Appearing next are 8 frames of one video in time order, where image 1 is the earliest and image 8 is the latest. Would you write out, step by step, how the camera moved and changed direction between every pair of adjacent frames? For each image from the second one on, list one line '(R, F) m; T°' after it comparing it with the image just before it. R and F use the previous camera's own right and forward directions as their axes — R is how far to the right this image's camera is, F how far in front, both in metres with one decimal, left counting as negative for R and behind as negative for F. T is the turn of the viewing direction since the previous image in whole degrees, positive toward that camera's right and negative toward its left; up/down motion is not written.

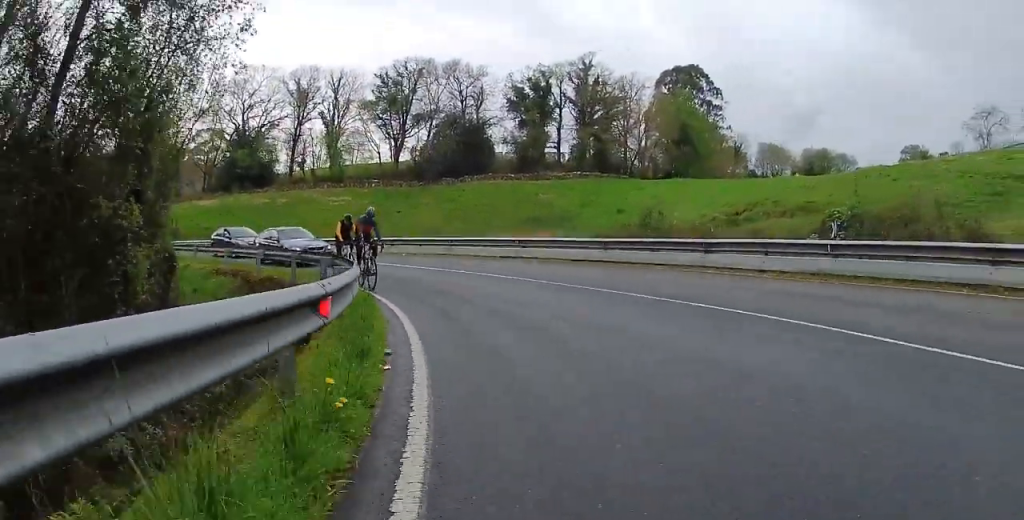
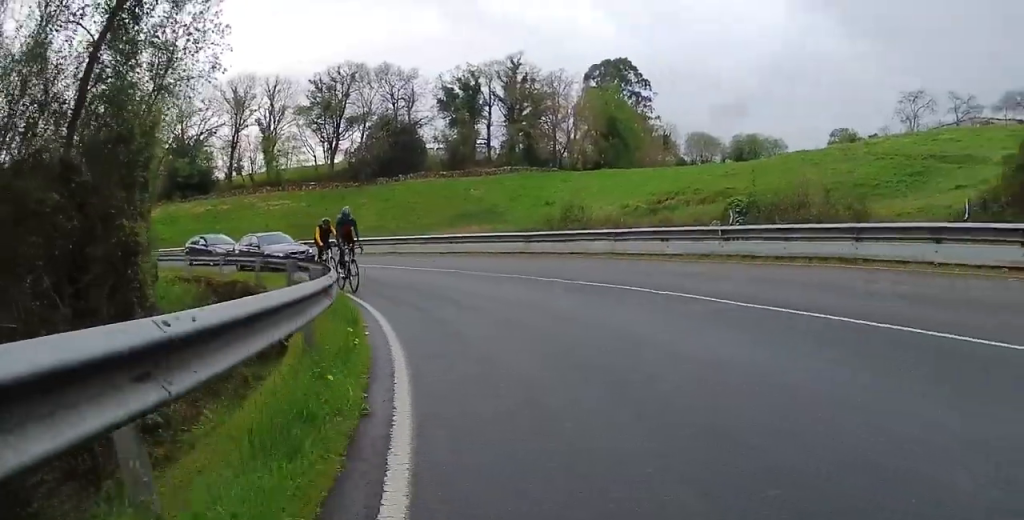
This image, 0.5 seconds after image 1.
(+0.4, +2.1) m; +7°
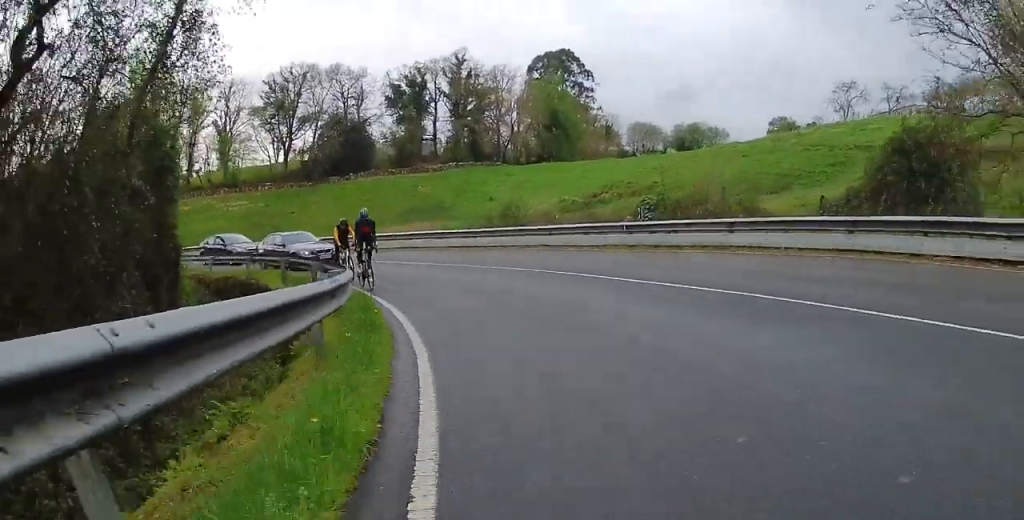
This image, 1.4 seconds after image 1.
(+0.4, +3.6) m; +10°
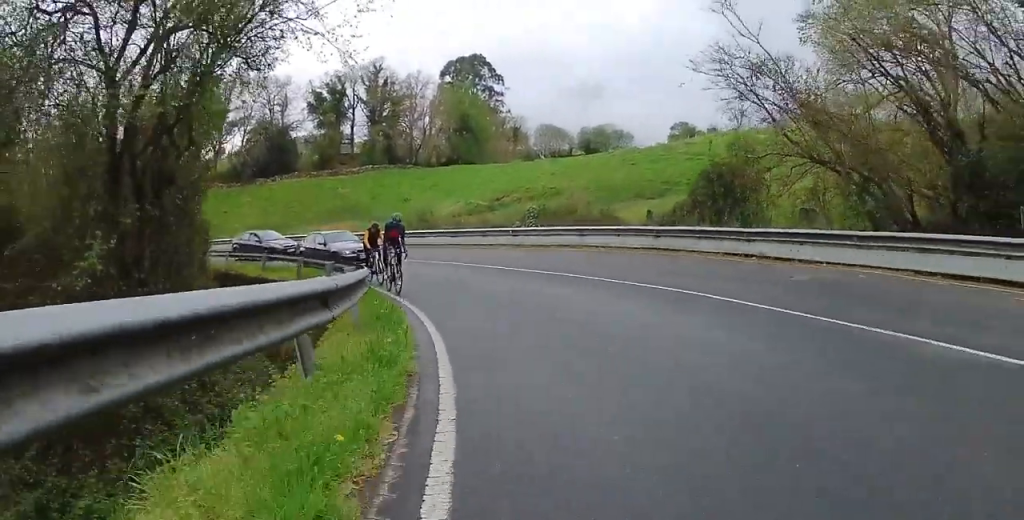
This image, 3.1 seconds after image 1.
(+0.8, +6.5) m; +14°
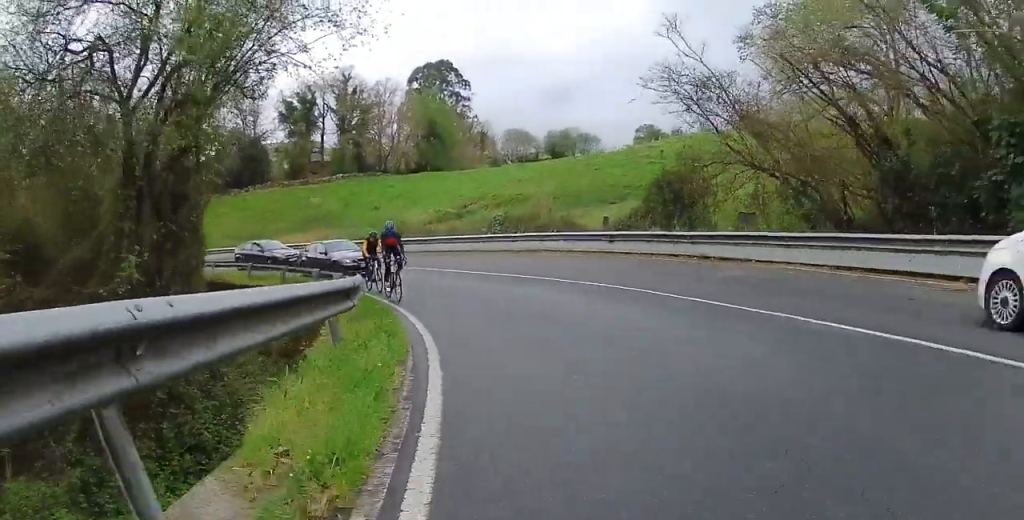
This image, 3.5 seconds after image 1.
(0.0, +1.9) m; +3°
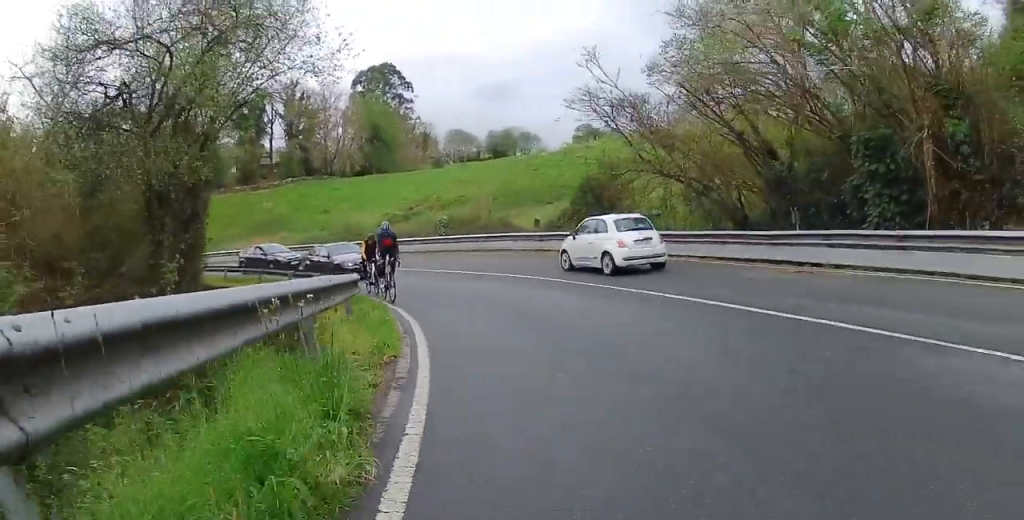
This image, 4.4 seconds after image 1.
(+0.1, +3.6) m; +5°
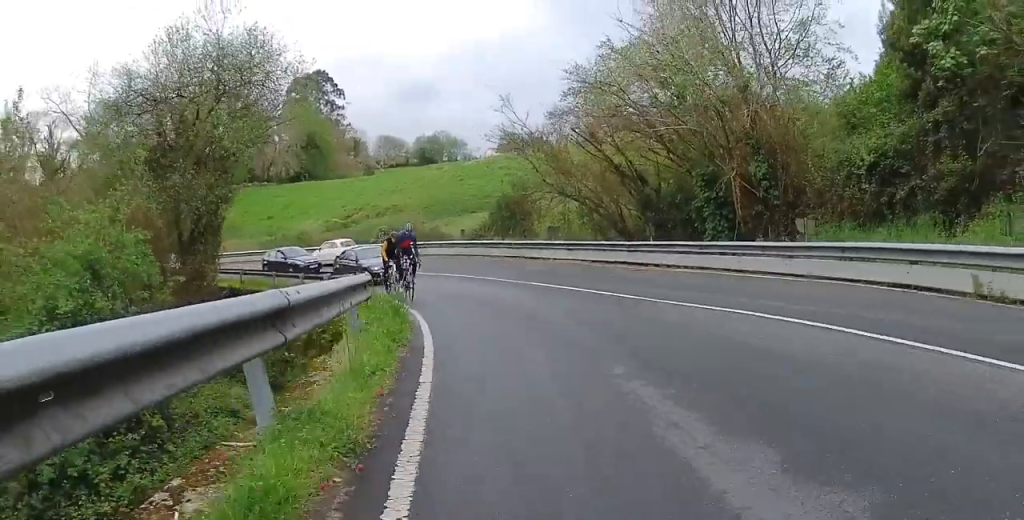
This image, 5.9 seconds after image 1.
(+0.4, +6.4) m; +4°
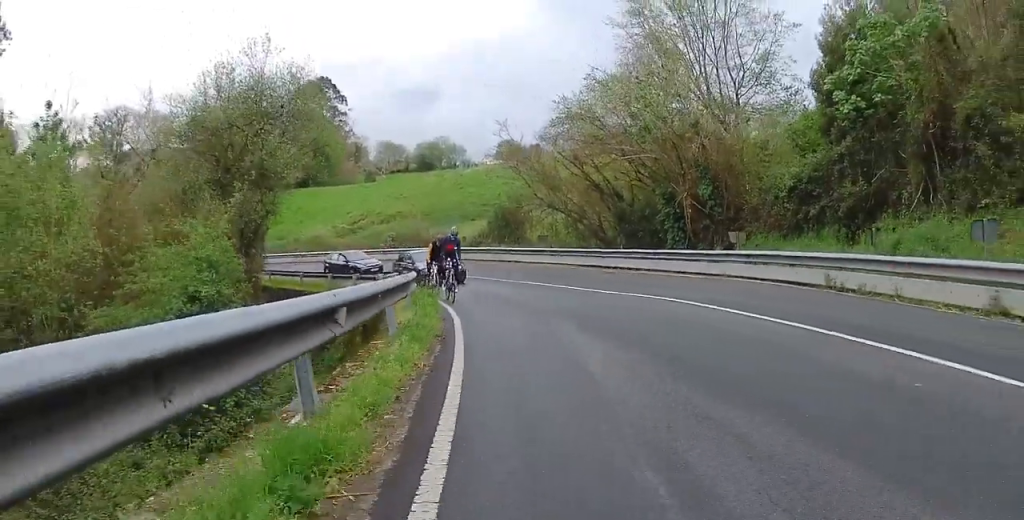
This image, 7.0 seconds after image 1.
(0.0, +4.6) m; +3°
